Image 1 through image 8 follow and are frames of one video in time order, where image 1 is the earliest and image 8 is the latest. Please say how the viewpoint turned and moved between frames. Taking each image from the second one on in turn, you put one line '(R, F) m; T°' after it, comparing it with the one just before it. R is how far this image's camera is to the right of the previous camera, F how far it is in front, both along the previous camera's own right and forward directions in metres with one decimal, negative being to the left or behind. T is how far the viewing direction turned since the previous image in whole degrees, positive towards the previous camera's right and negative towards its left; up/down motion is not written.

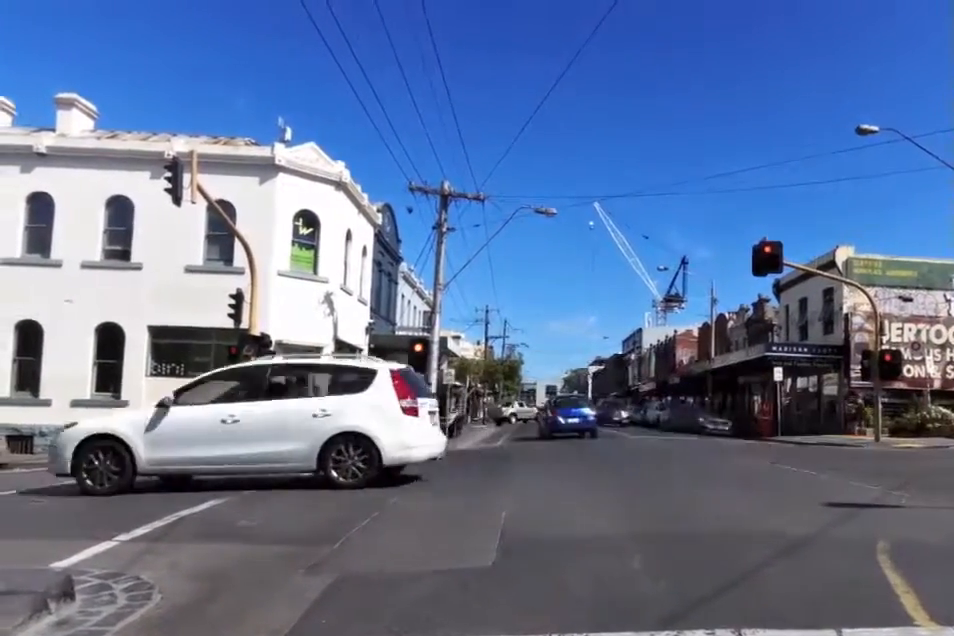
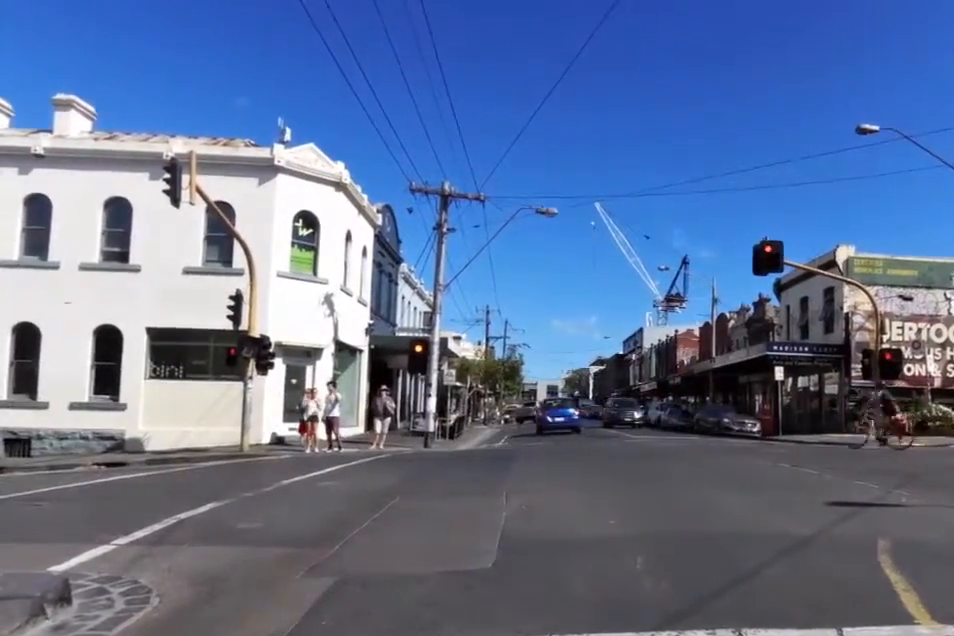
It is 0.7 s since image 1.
(0.0, 0.0) m; 0°
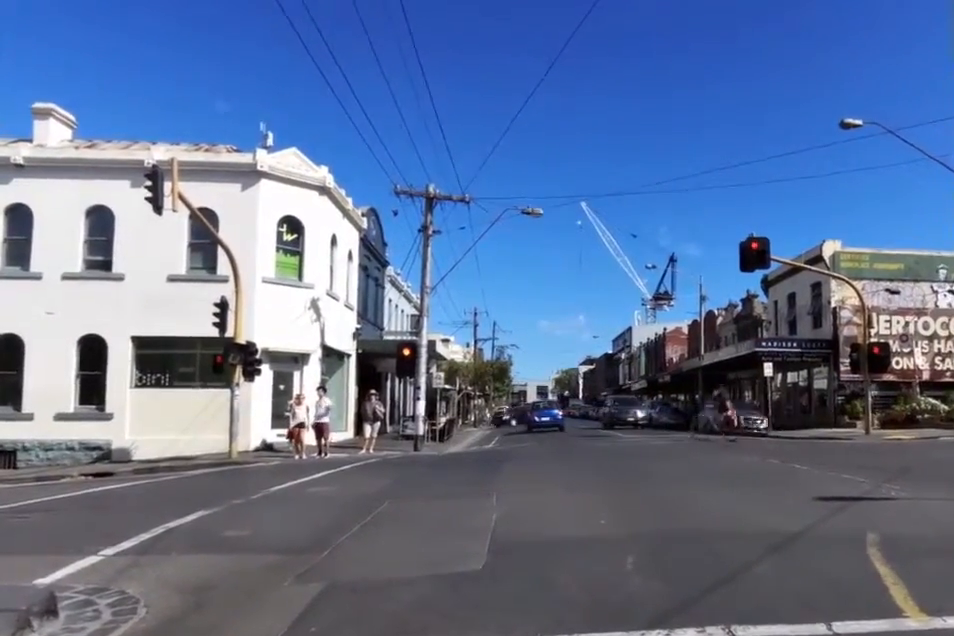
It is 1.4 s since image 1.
(0.0, 0.0) m; 0°
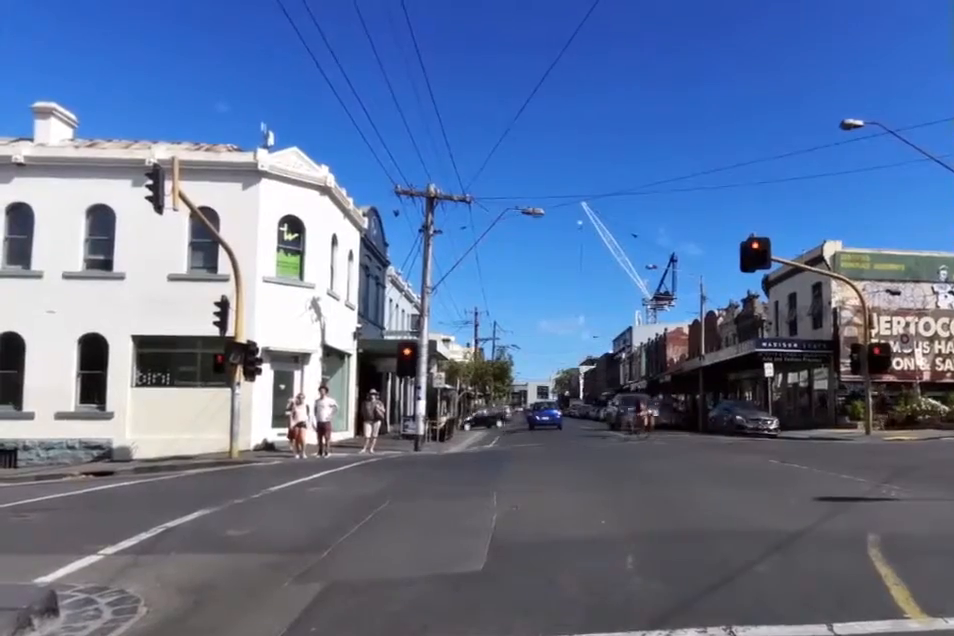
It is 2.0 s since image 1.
(0.0, 0.0) m; 0°
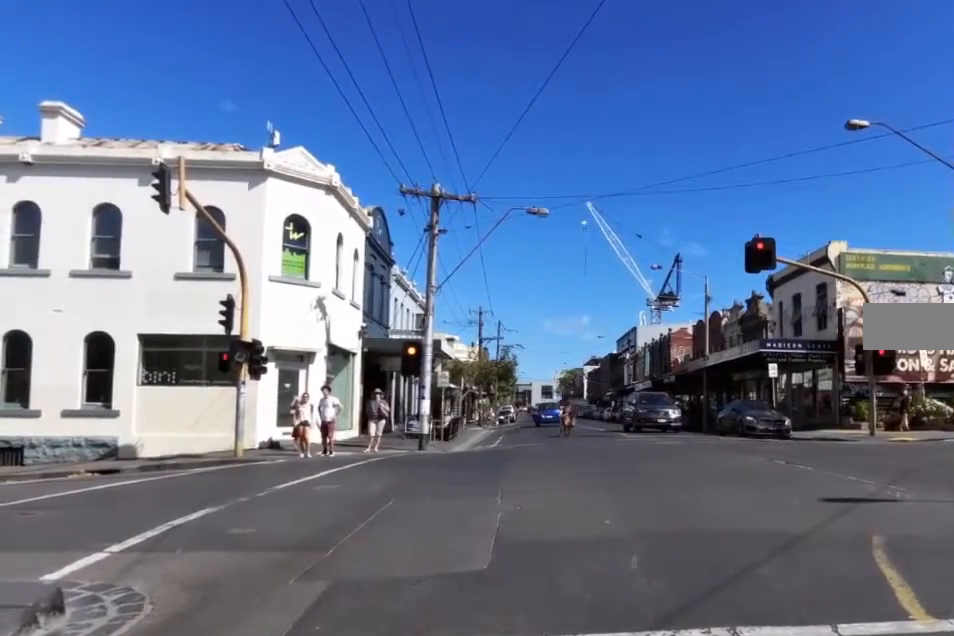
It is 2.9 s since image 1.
(0.0, 0.0) m; 0°
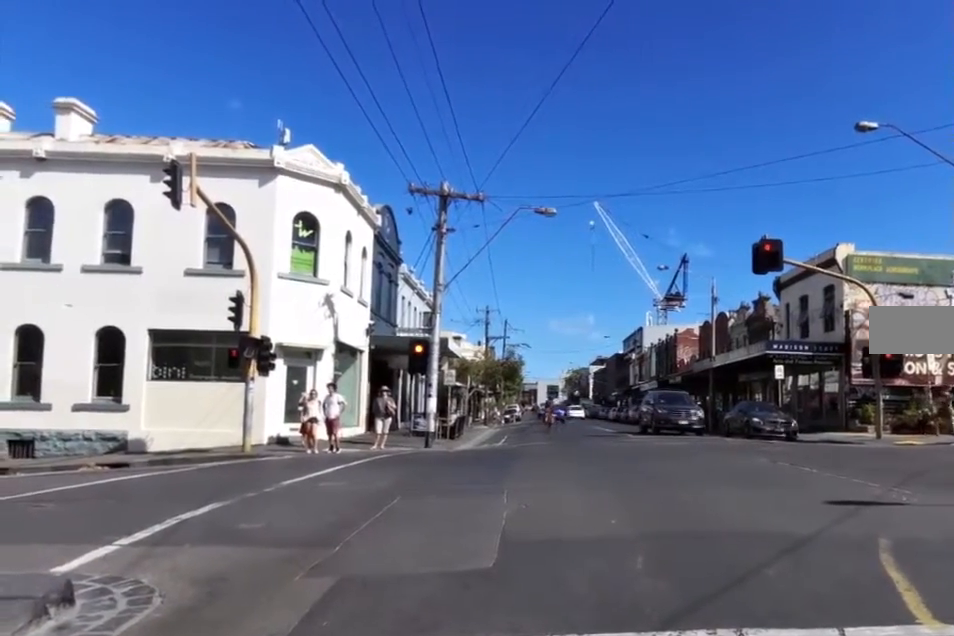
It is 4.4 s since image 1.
(0.0, +1.0) m; 0°
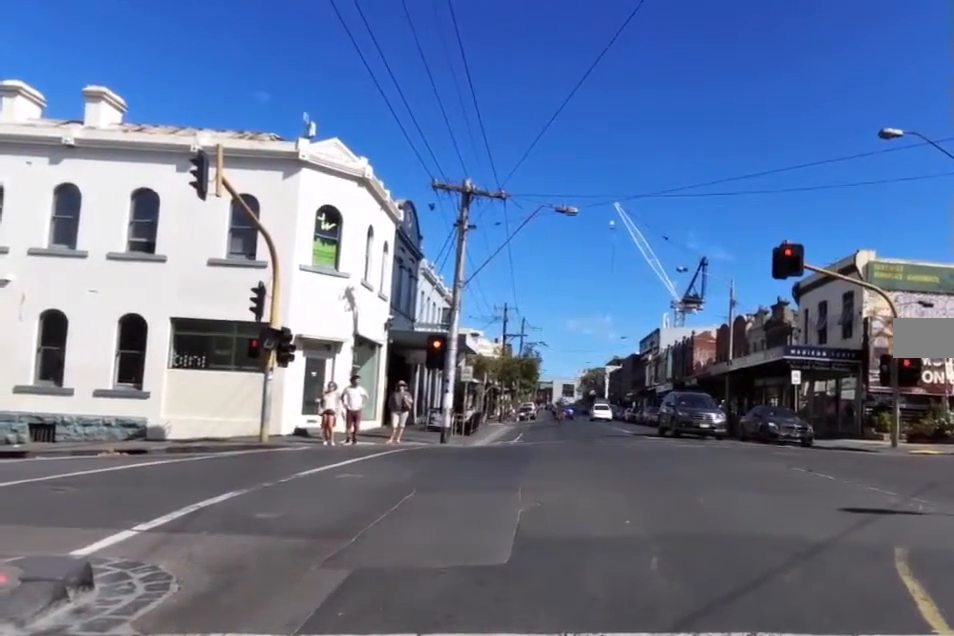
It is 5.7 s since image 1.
(0.0, +2.8) m; 0°
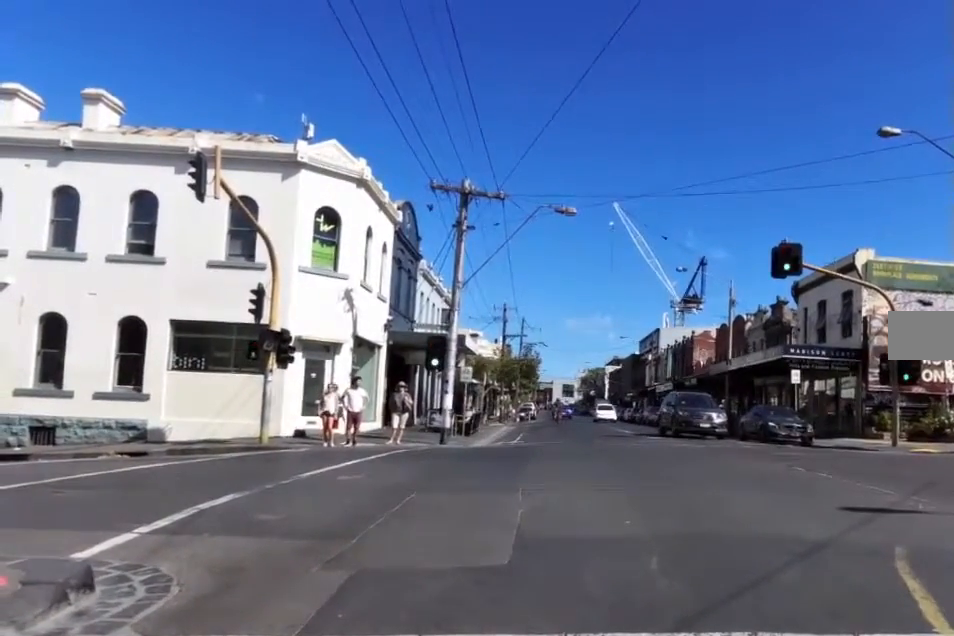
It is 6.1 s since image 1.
(0.0, +1.2) m; 0°
